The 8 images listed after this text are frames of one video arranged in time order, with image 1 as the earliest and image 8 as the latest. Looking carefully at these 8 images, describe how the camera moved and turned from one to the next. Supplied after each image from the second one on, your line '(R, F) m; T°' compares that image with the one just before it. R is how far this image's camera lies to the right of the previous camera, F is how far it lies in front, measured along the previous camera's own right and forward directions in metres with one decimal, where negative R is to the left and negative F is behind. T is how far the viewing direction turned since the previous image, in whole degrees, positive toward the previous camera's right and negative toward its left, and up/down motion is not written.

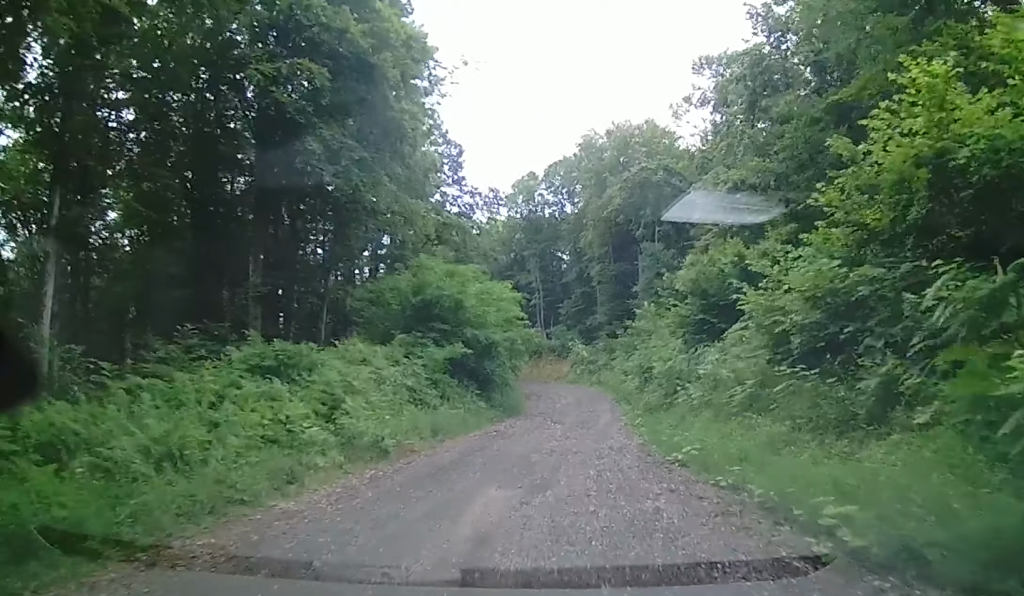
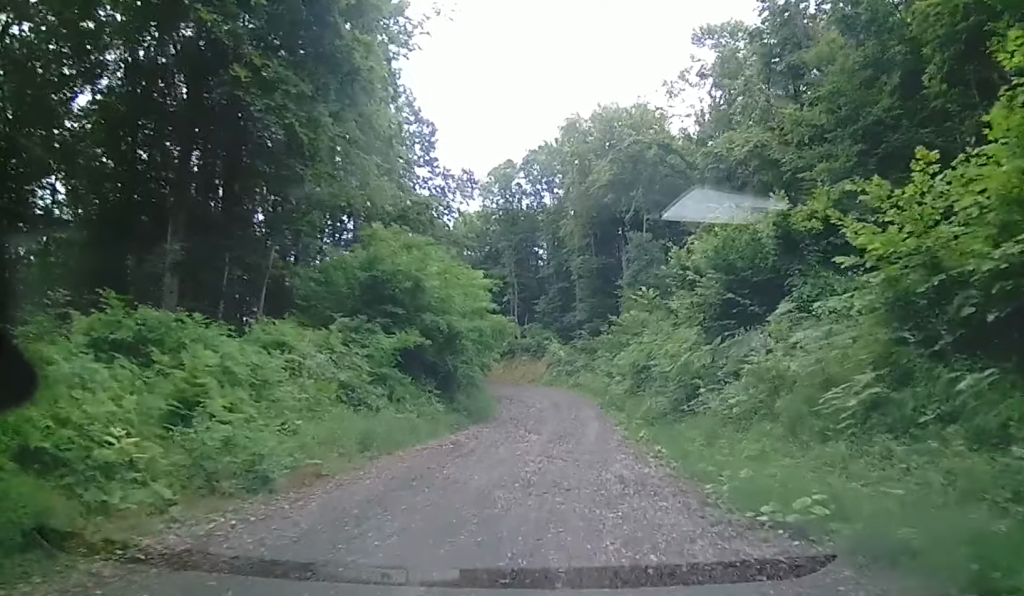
(+0.1, +5.6) m; +4°
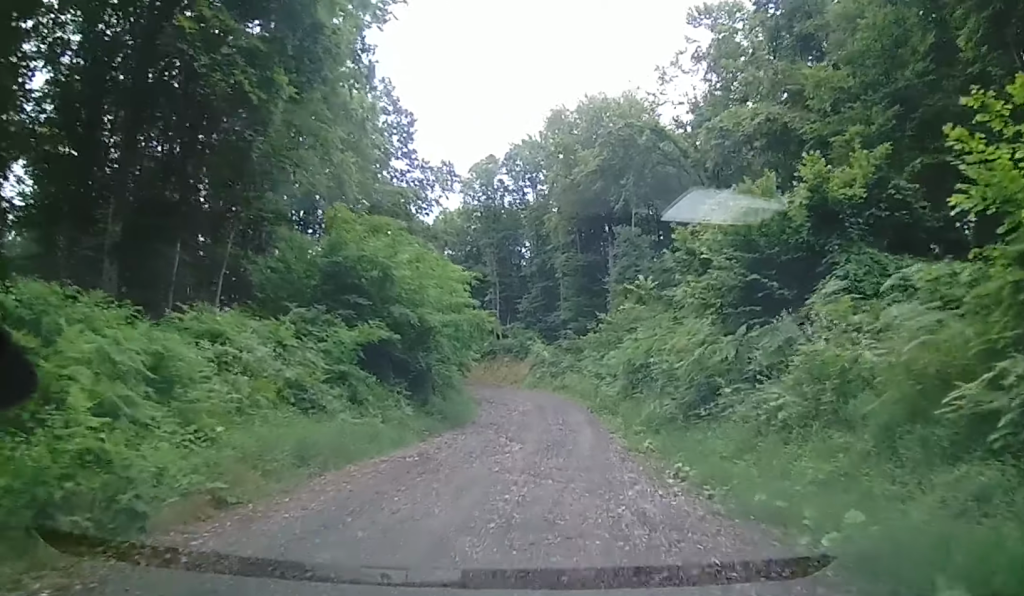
(0.0, +3.0) m; +3°
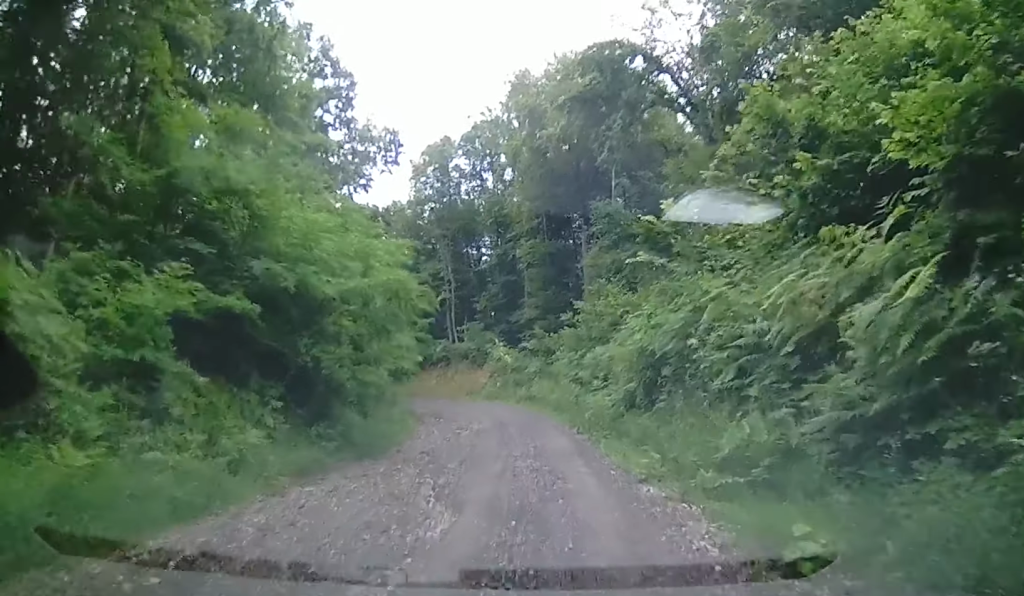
(+0.5, +9.1) m; +2°
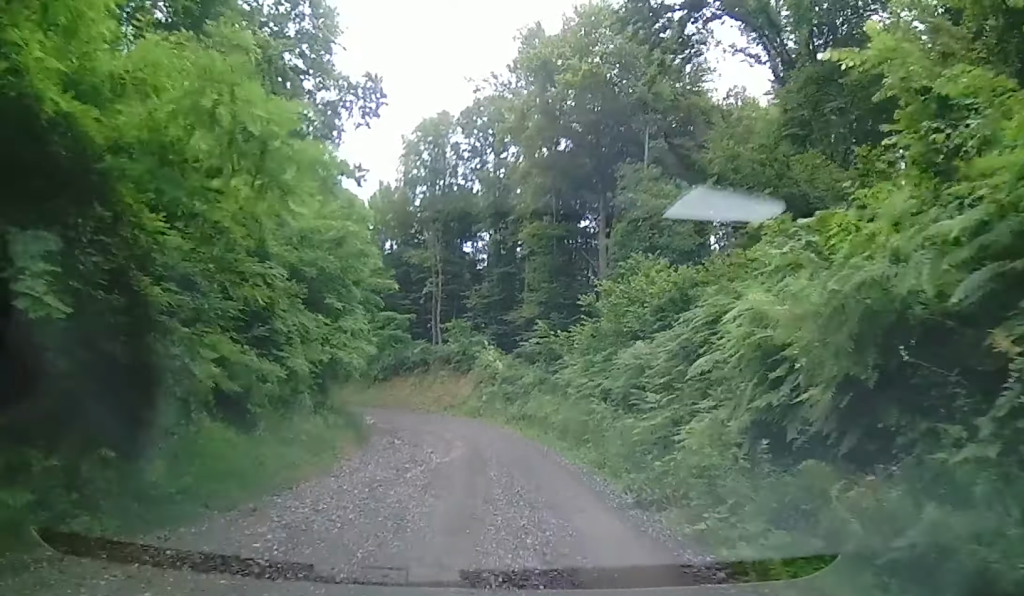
(-0.2, +9.0) m; -5°
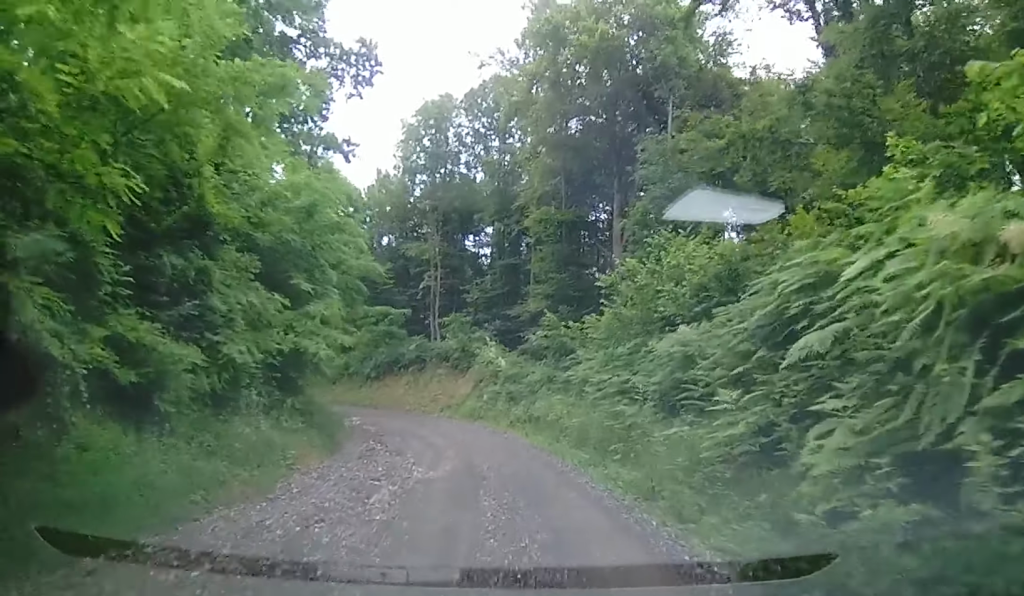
(-0.3, +3.5) m; +3°
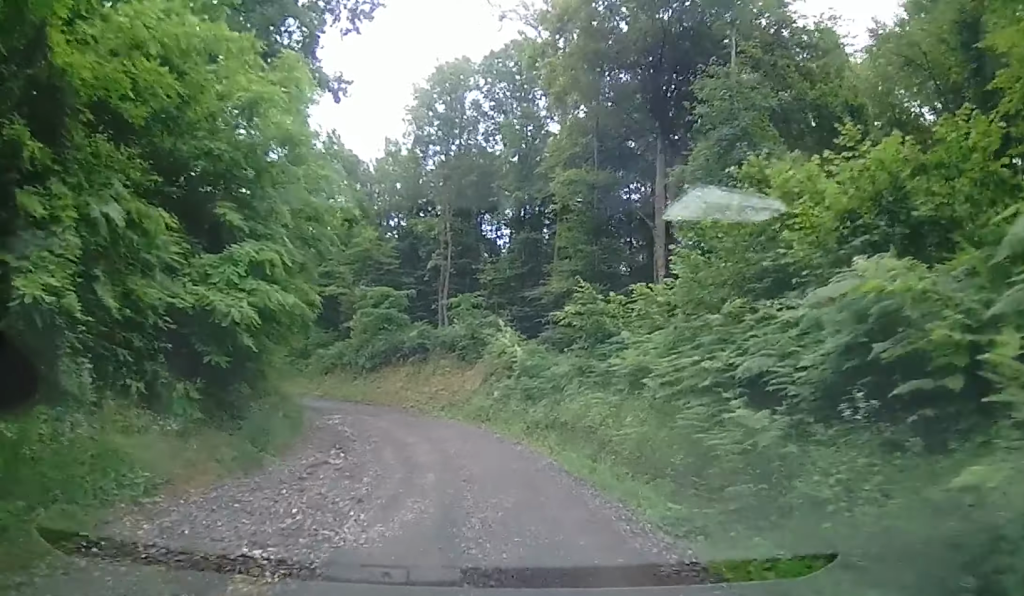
(+0.4, +5.6) m; +3°
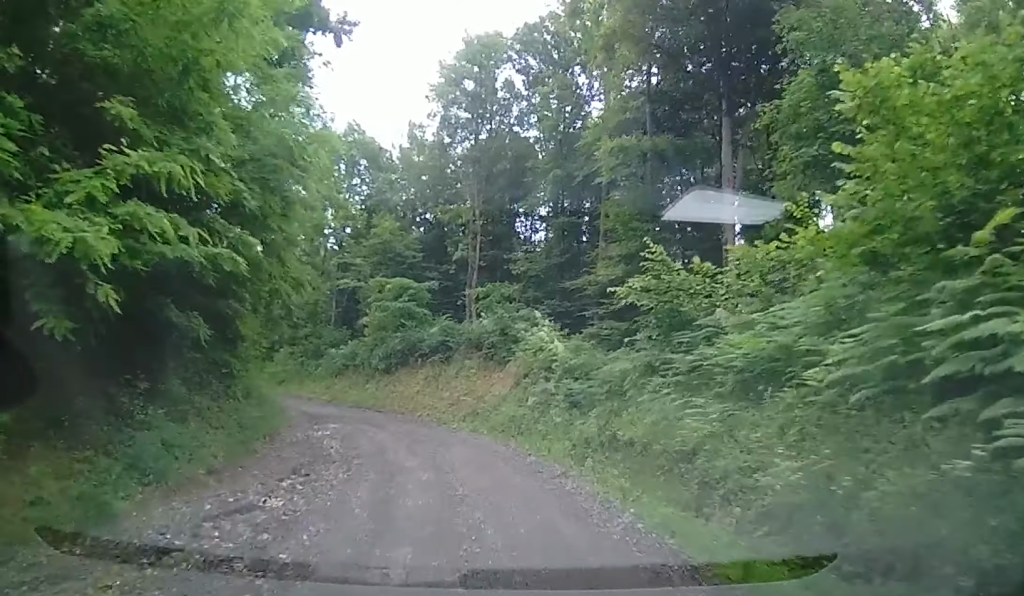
(0.0, +4.8) m; -6°
